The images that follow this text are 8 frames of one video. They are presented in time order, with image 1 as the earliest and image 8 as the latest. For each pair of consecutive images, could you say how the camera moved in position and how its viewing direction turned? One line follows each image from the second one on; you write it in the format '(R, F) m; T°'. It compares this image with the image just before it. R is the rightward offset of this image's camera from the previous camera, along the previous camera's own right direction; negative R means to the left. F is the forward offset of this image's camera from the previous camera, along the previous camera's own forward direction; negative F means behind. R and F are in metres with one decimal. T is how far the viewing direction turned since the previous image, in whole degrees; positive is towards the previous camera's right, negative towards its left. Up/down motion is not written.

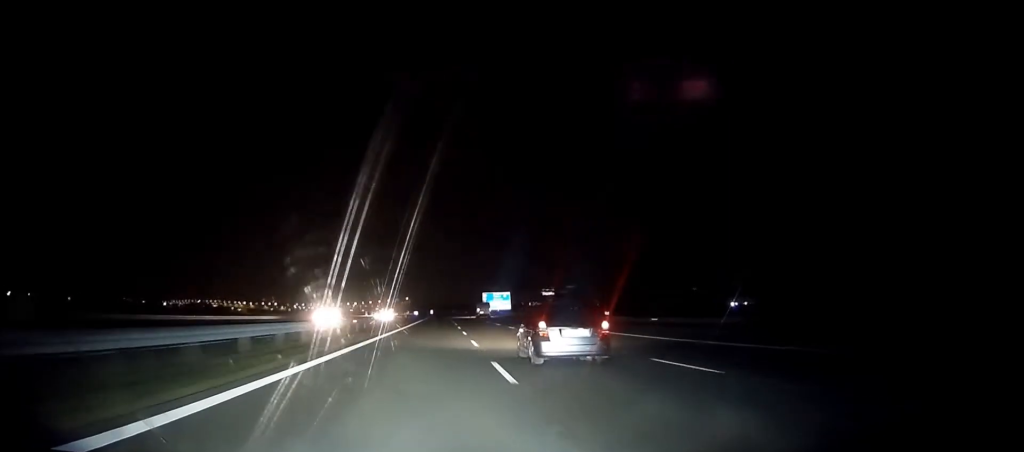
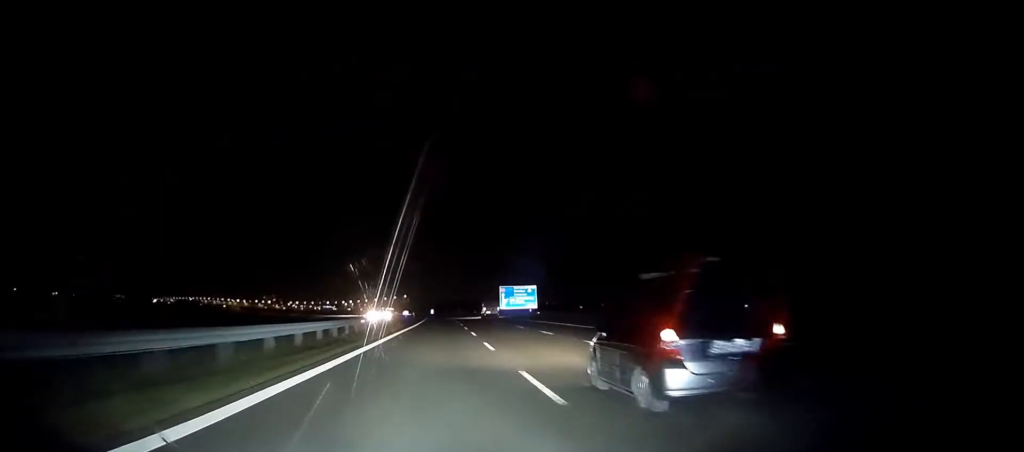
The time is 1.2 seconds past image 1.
(-0.1, +52.4) m; 0°
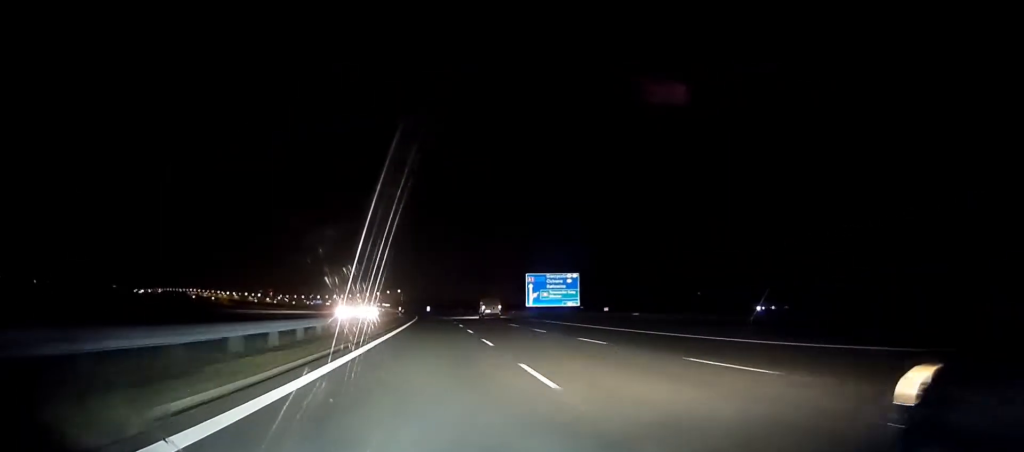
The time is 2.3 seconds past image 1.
(-0.3, +47.5) m; -1°
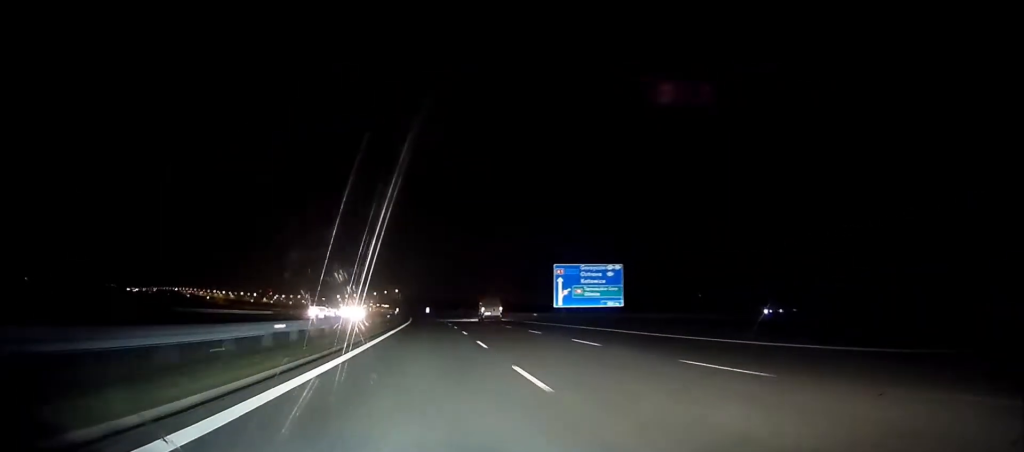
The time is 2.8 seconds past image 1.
(-0.3, +22.7) m; -1°
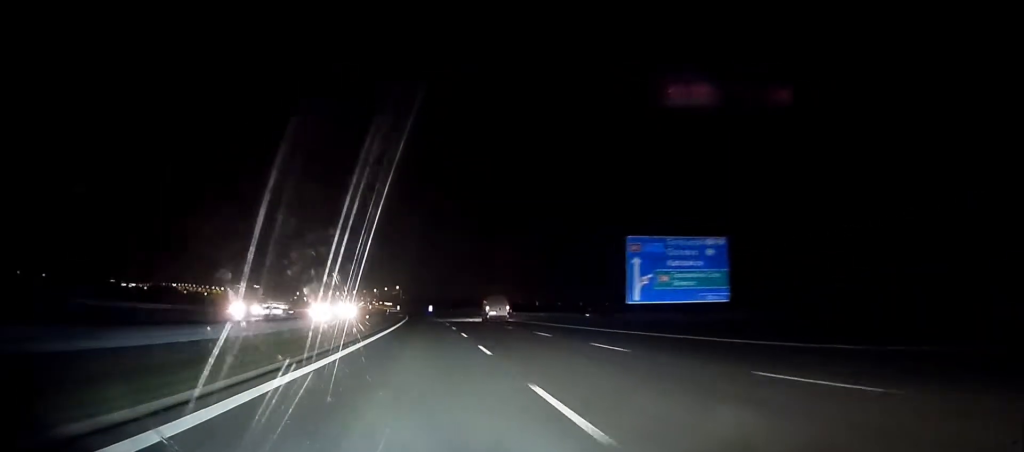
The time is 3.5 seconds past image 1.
(-0.3, +28.4) m; -1°
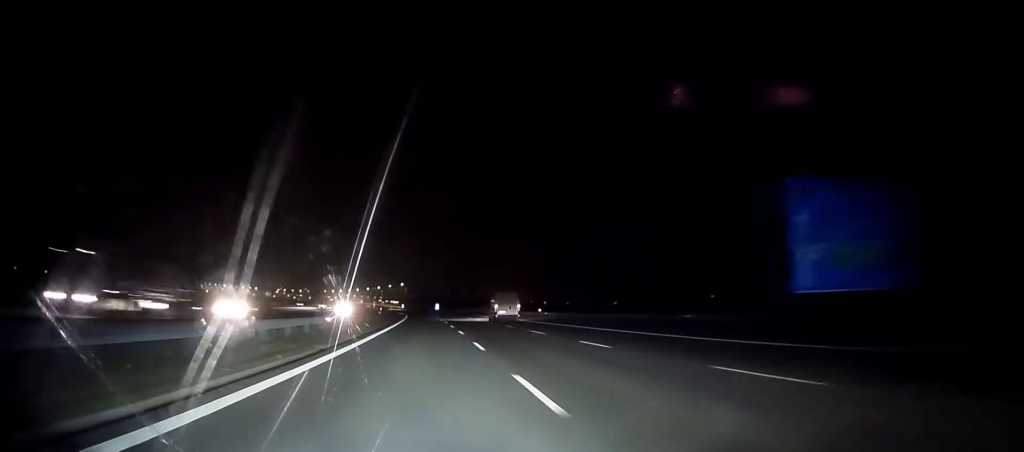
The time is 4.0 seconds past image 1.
(0.0, +22.5) m; -1°
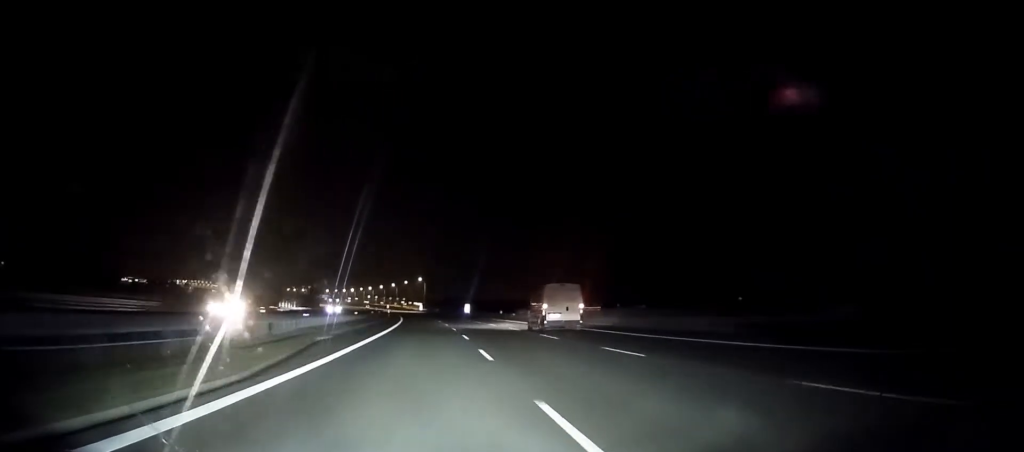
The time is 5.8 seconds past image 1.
(-1.9, +75.5) m; -2°
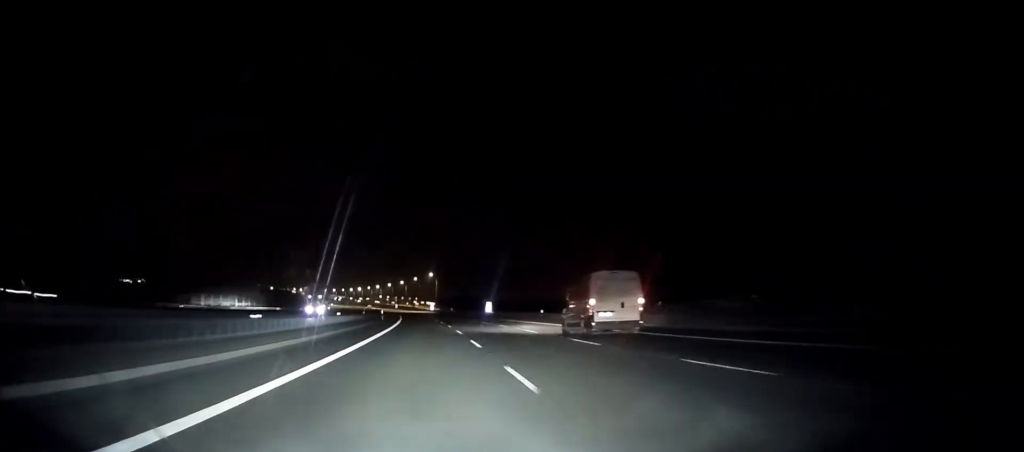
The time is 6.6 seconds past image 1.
(0.0, +30.7) m; -1°
